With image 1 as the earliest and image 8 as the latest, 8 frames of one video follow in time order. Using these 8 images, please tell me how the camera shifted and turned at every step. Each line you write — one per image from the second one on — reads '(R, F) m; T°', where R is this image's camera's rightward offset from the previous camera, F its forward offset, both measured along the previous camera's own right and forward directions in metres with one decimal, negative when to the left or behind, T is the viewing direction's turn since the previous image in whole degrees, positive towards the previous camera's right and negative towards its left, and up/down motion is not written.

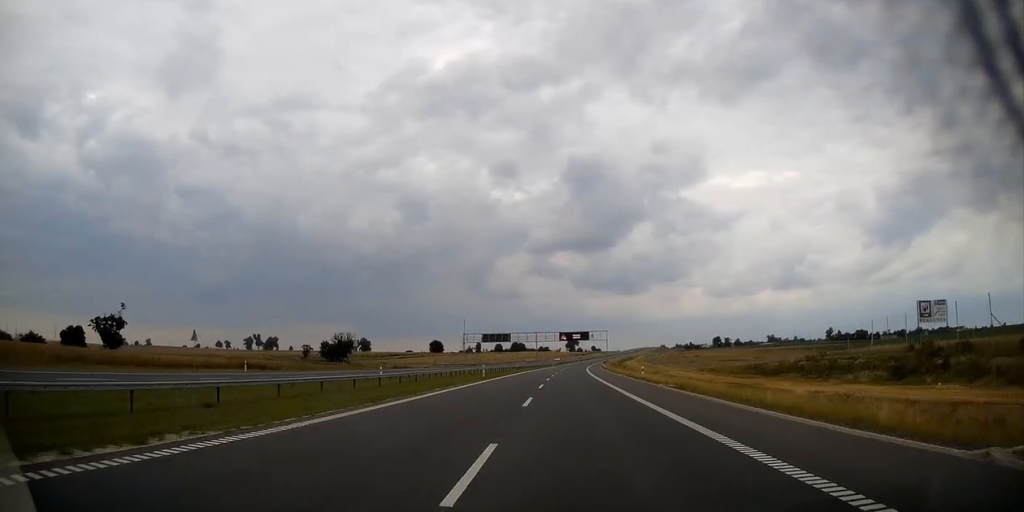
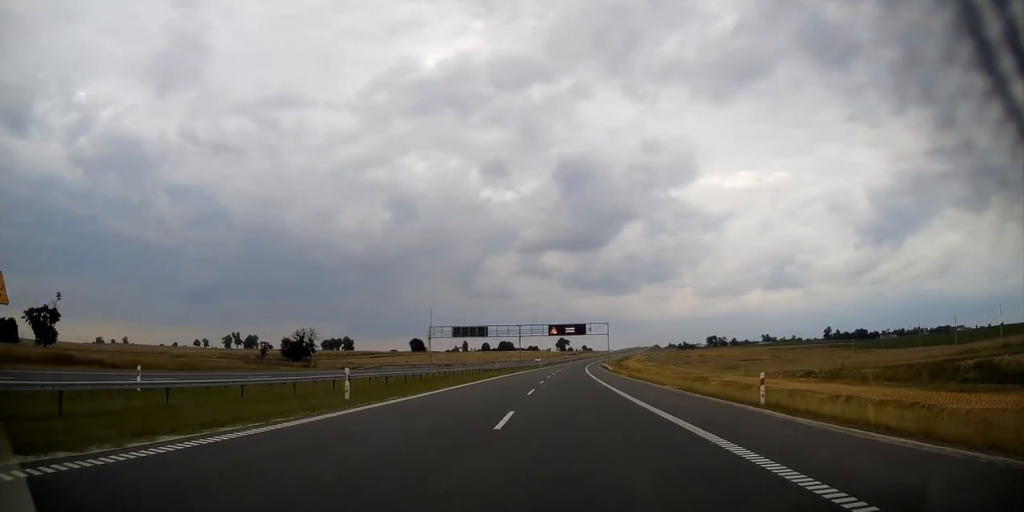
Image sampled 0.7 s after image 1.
(+0.2, +30.2) m; +1°
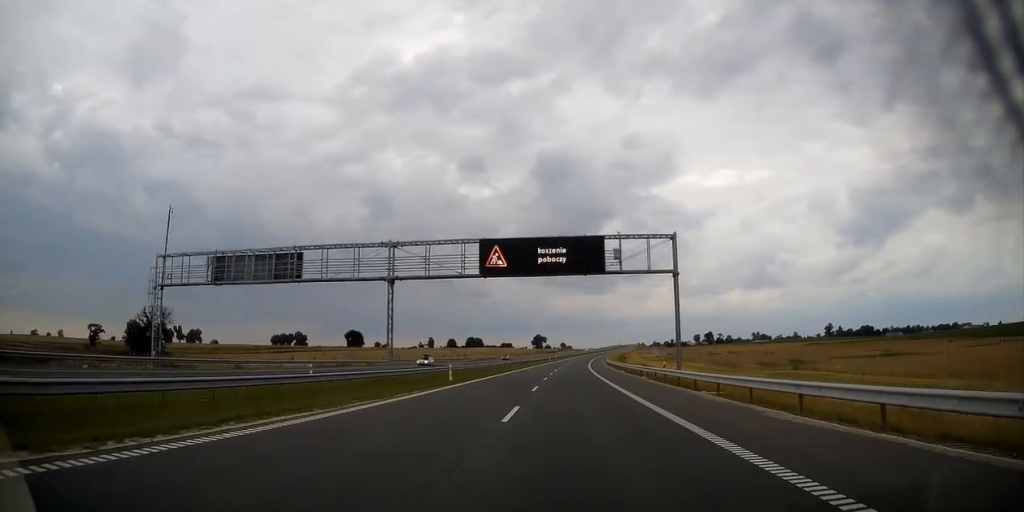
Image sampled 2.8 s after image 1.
(+1.8, +83.5) m; +2°
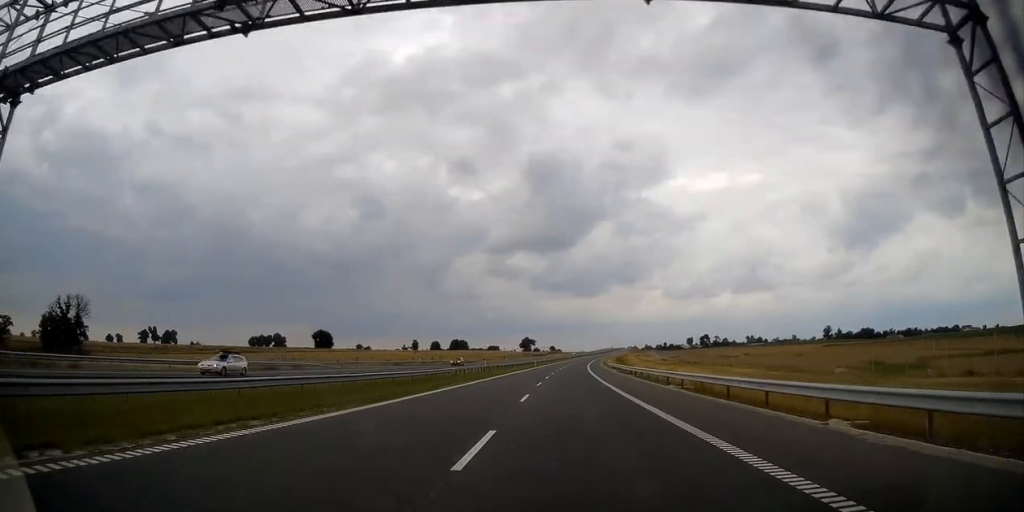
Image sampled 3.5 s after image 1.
(+0.1, +29.9) m; +1°
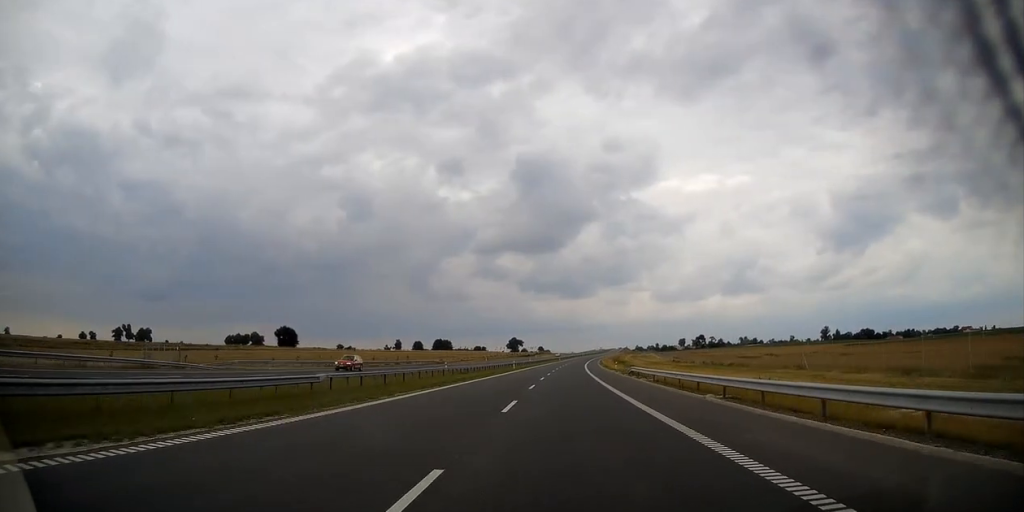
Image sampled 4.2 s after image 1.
(+0.3, +28.5) m; +1°
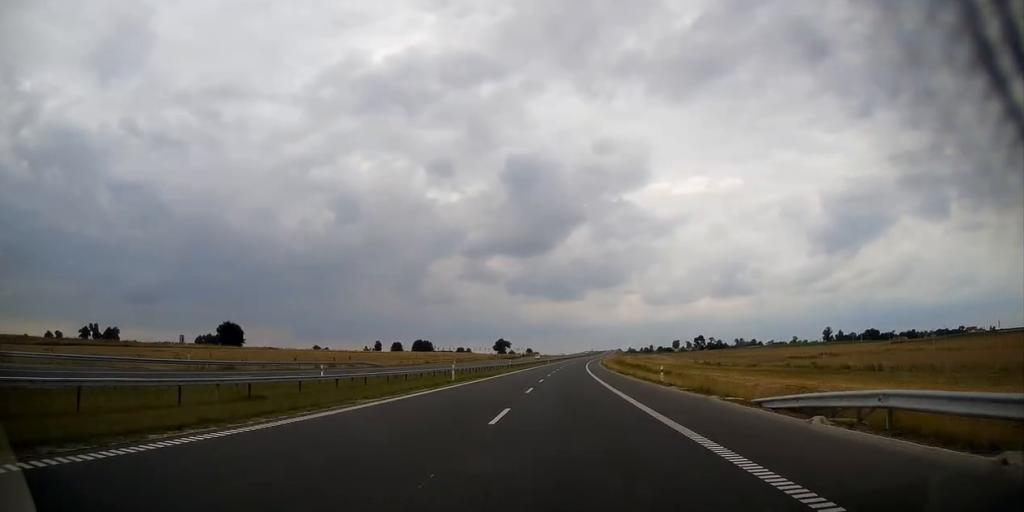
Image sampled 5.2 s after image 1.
(+0.5, +39.2) m; +1°
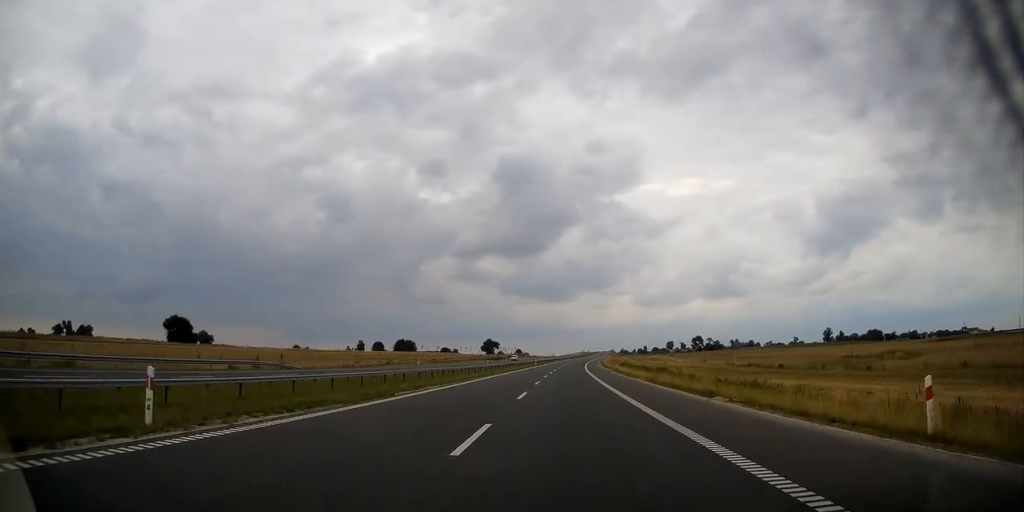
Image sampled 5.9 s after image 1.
(+0.1, +28.3) m; +1°
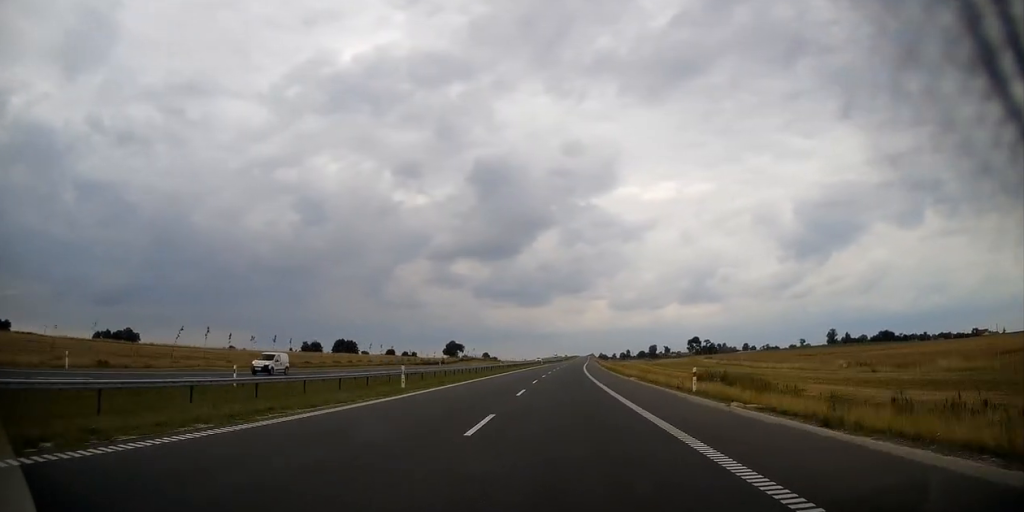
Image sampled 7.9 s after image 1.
(+1.8, +82.2) m; +2°
